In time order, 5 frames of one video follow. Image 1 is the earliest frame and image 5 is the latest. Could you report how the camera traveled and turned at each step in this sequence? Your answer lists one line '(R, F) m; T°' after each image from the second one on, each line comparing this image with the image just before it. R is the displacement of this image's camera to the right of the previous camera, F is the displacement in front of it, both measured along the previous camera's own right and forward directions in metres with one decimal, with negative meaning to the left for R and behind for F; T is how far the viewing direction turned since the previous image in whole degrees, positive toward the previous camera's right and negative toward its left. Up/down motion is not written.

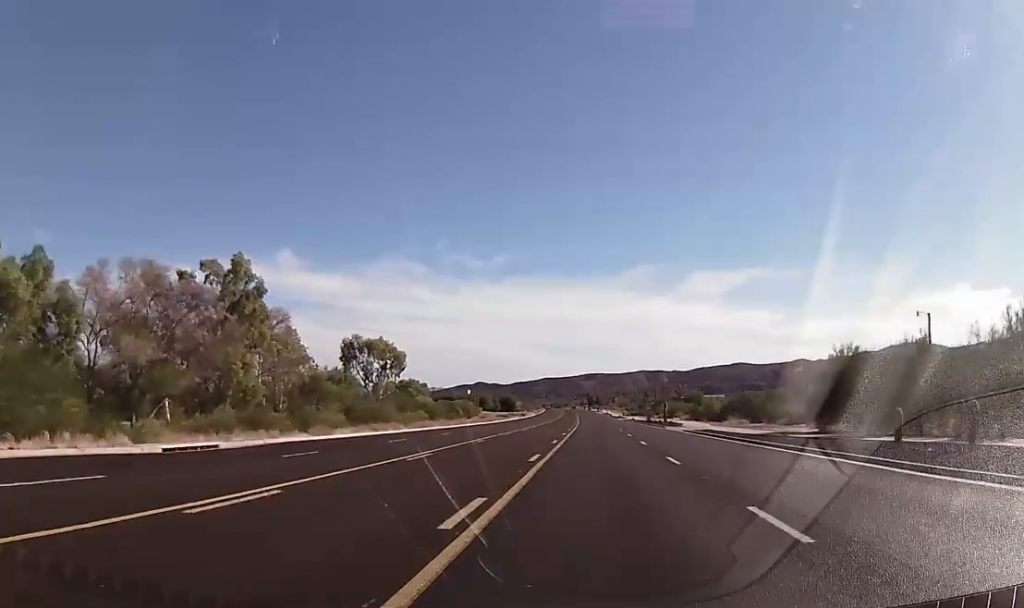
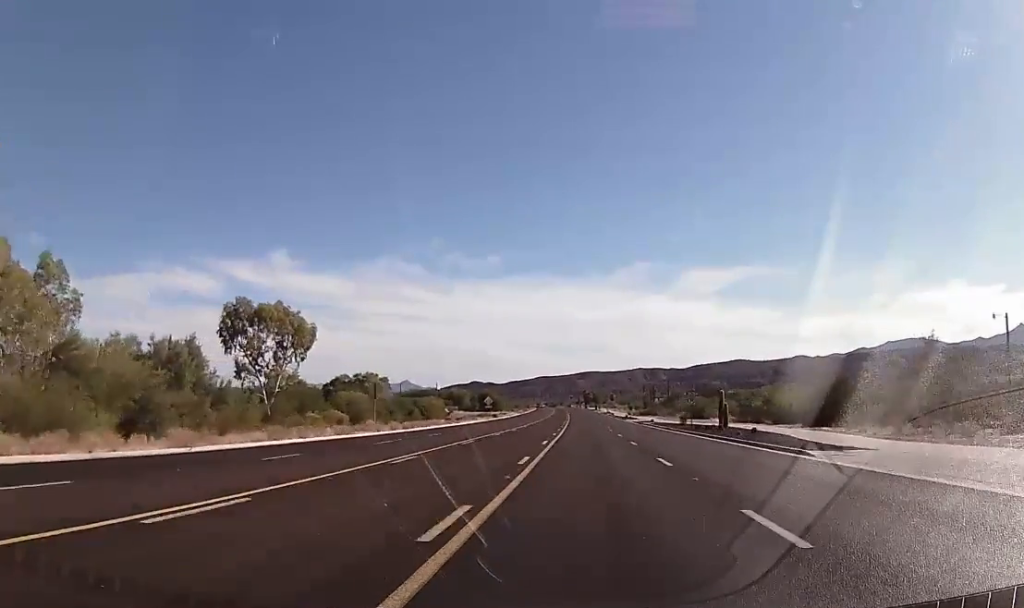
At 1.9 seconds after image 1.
(-0.3, +48.8) m; -1°
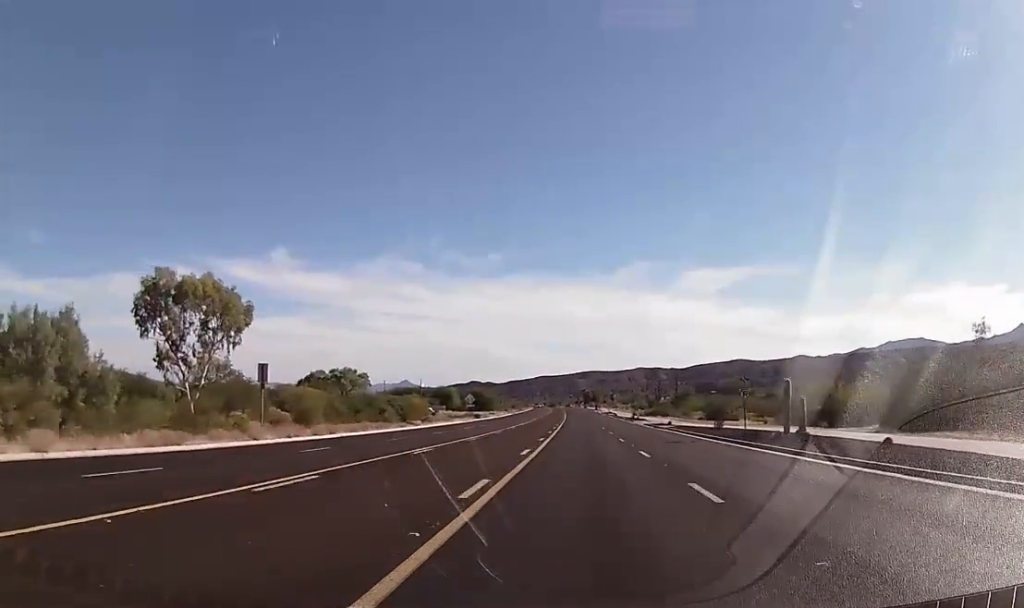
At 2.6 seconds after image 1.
(+0.1, +20.2) m; 0°
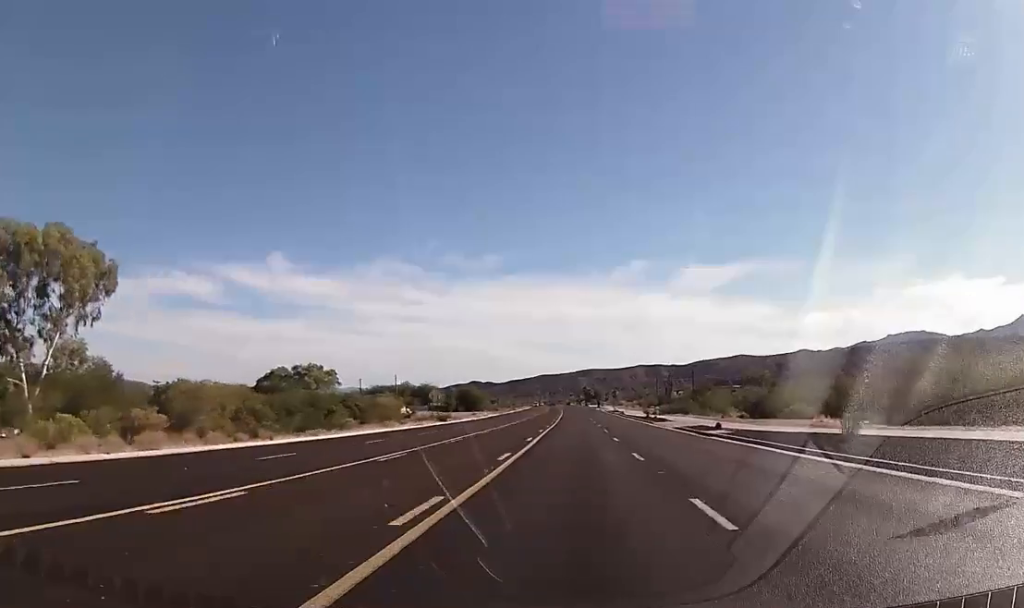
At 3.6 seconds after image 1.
(-0.3, +26.8) m; 0°
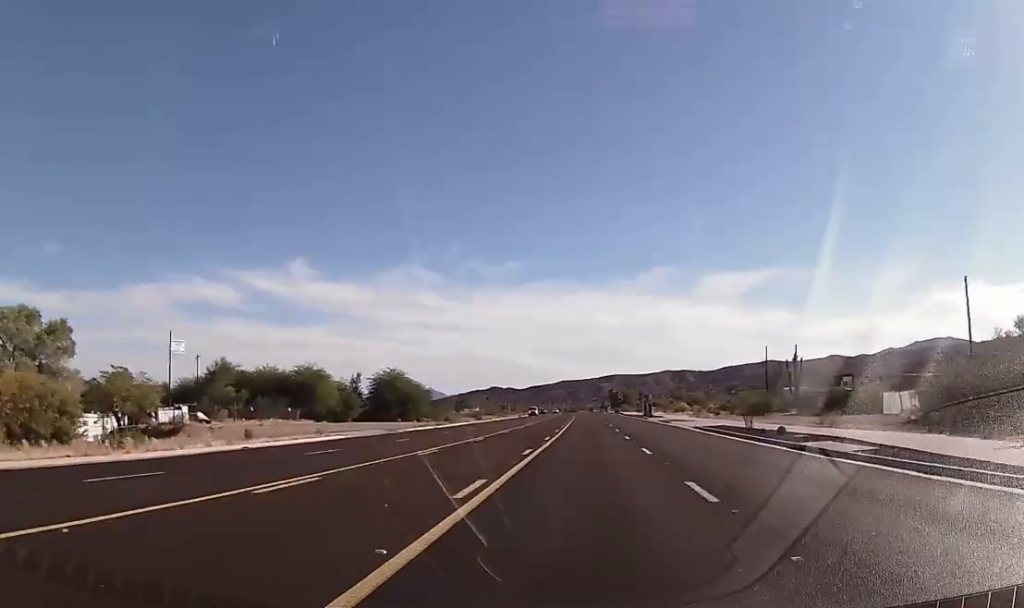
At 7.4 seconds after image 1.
(-1.2, +105.3) m; -2°
